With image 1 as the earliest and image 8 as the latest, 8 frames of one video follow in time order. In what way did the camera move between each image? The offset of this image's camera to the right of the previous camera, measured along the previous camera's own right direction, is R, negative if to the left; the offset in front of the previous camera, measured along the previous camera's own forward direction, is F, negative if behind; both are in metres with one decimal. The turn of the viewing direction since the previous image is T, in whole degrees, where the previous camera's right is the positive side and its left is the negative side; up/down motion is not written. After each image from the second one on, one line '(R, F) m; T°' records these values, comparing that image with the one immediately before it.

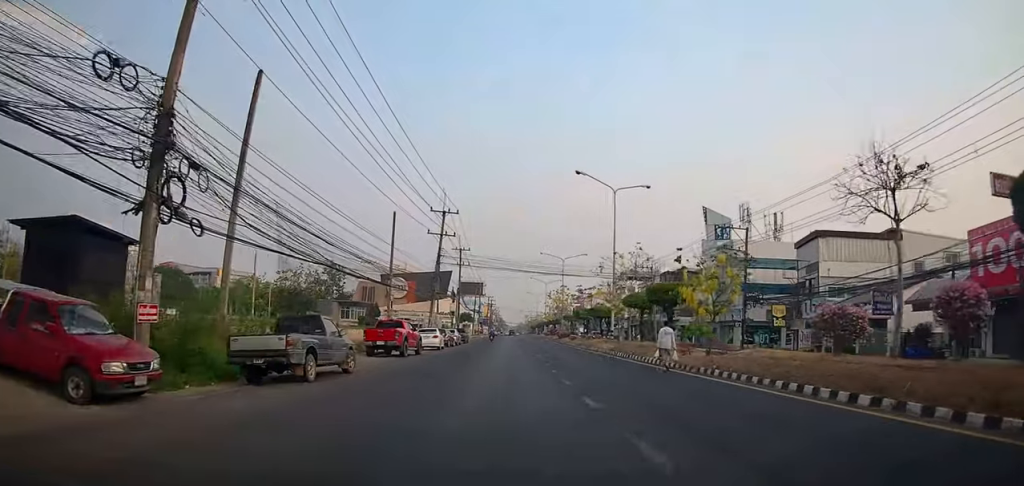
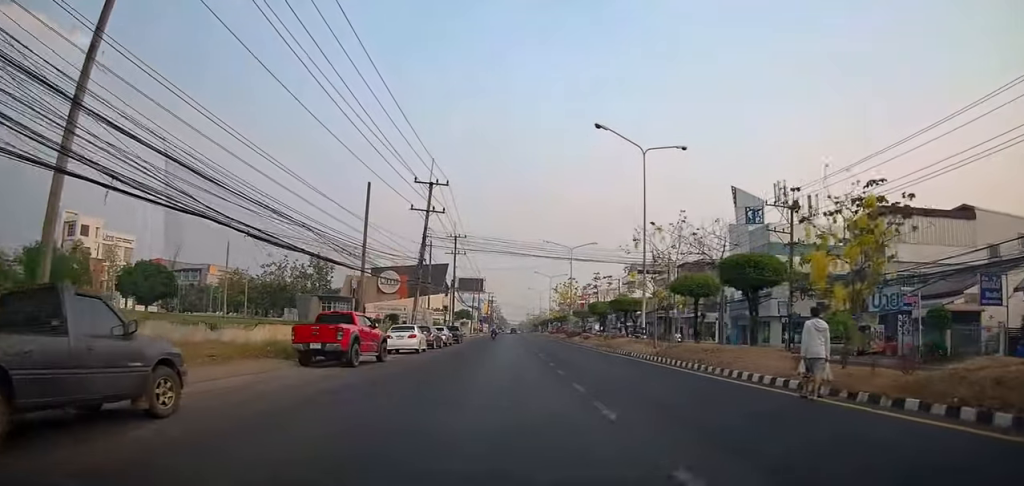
(-0.6, +9.3) m; 0°
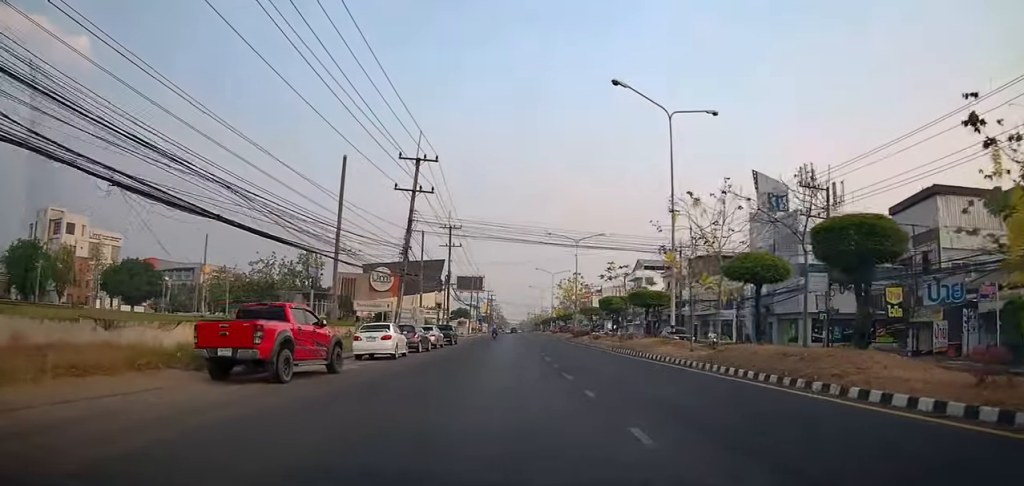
(+0.3, +5.9) m; +2°
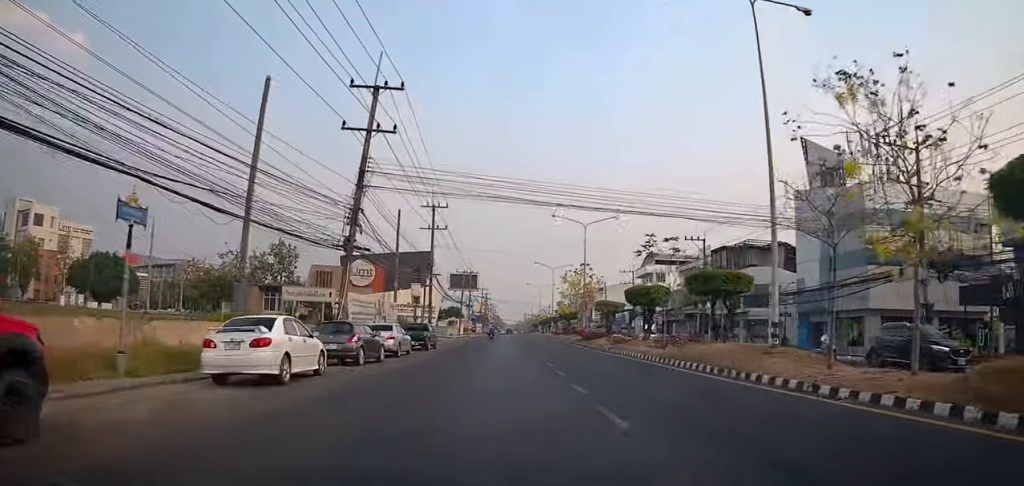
(+0.4, +11.0) m; +2°
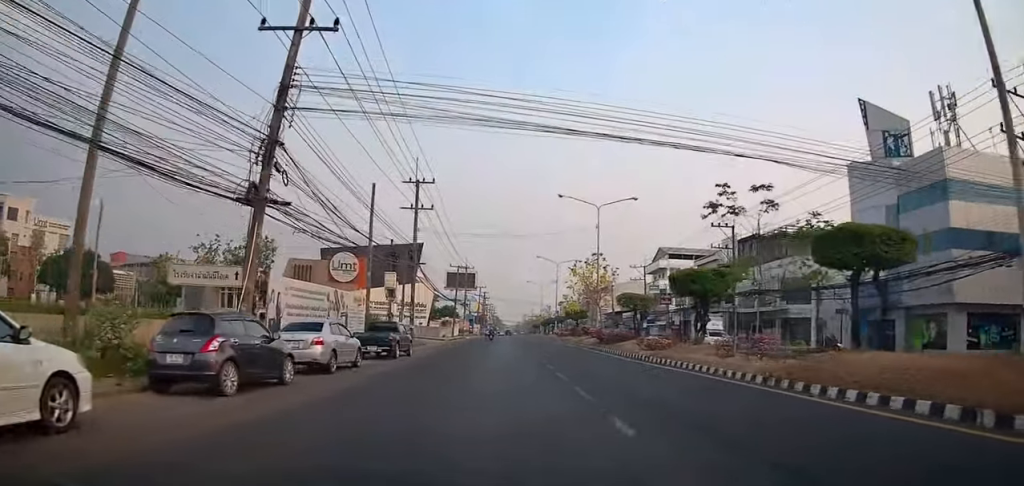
(0.0, +9.0) m; 0°
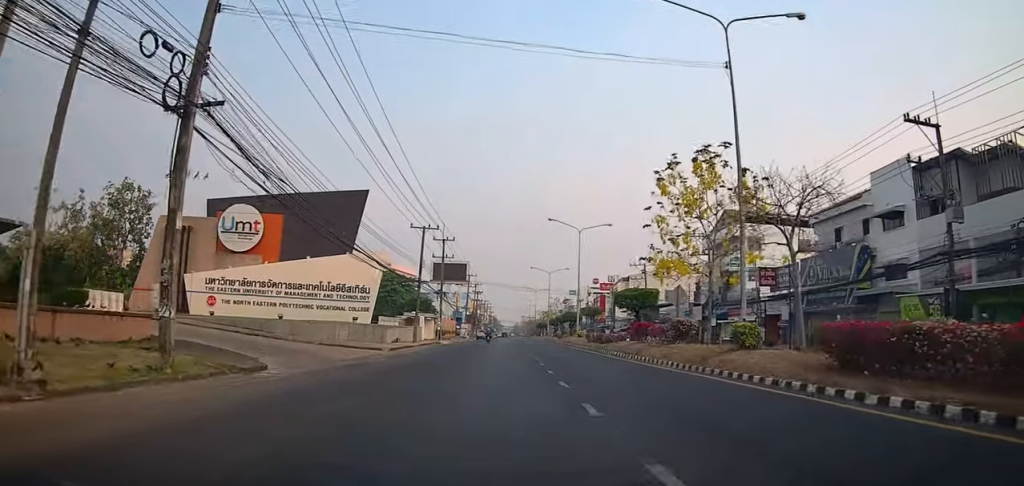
(0.0, +31.0) m; 0°
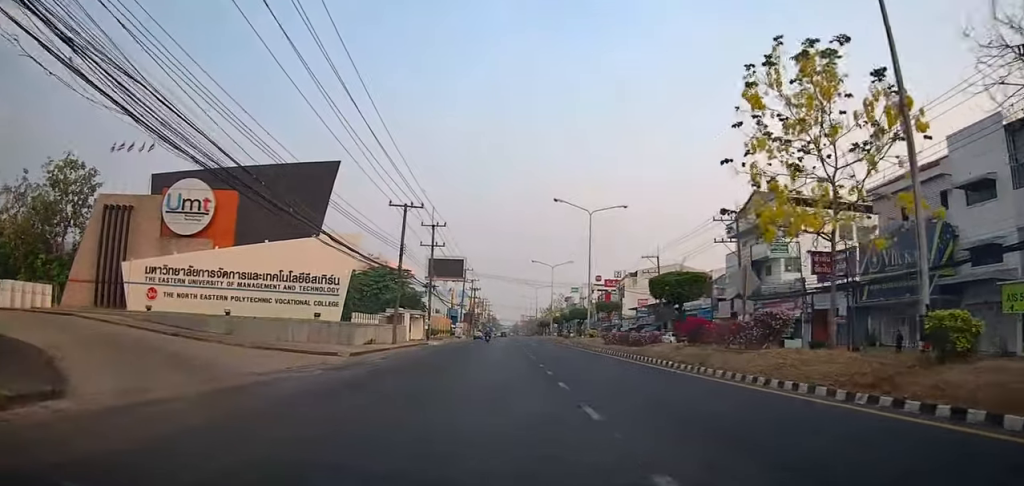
(0.0, +8.5) m; 0°
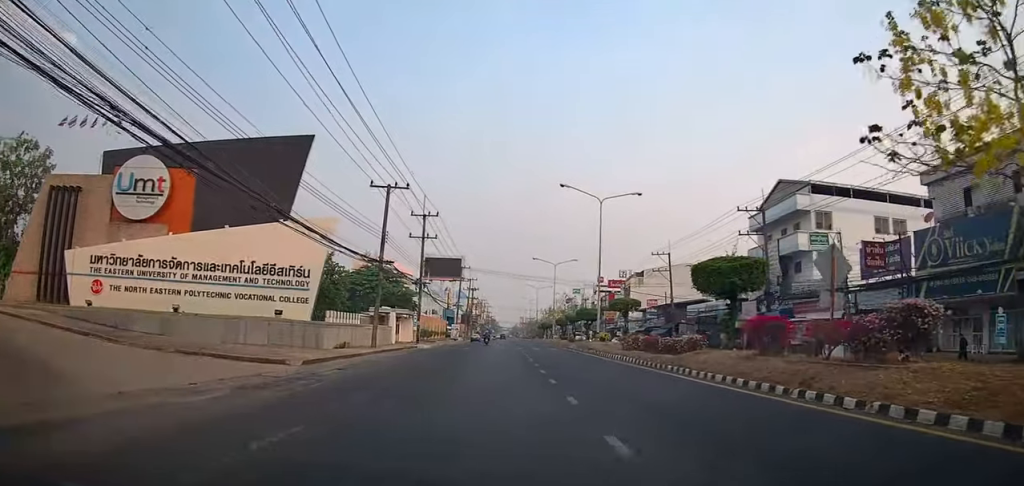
(0.0, +6.0) m; 0°
